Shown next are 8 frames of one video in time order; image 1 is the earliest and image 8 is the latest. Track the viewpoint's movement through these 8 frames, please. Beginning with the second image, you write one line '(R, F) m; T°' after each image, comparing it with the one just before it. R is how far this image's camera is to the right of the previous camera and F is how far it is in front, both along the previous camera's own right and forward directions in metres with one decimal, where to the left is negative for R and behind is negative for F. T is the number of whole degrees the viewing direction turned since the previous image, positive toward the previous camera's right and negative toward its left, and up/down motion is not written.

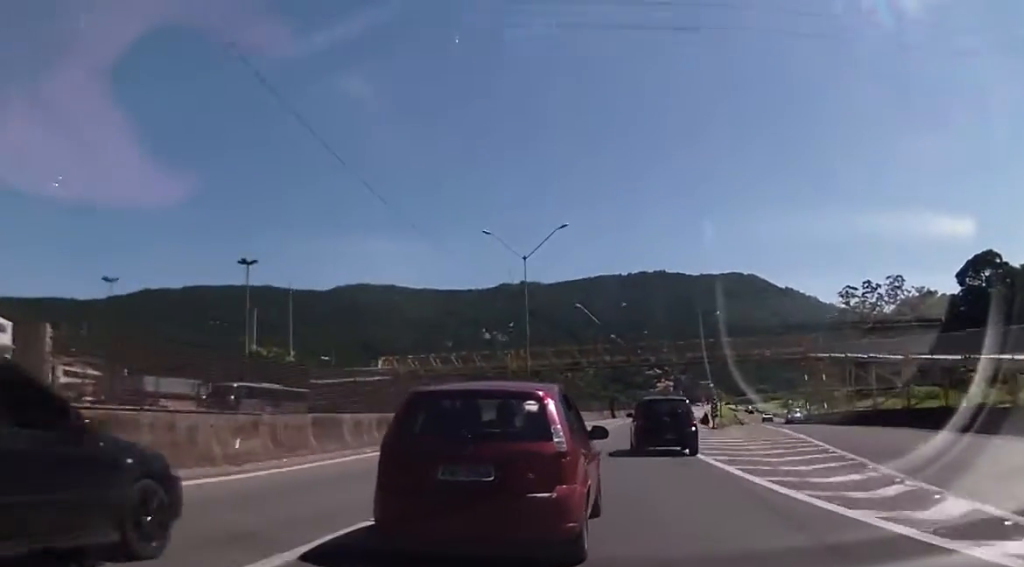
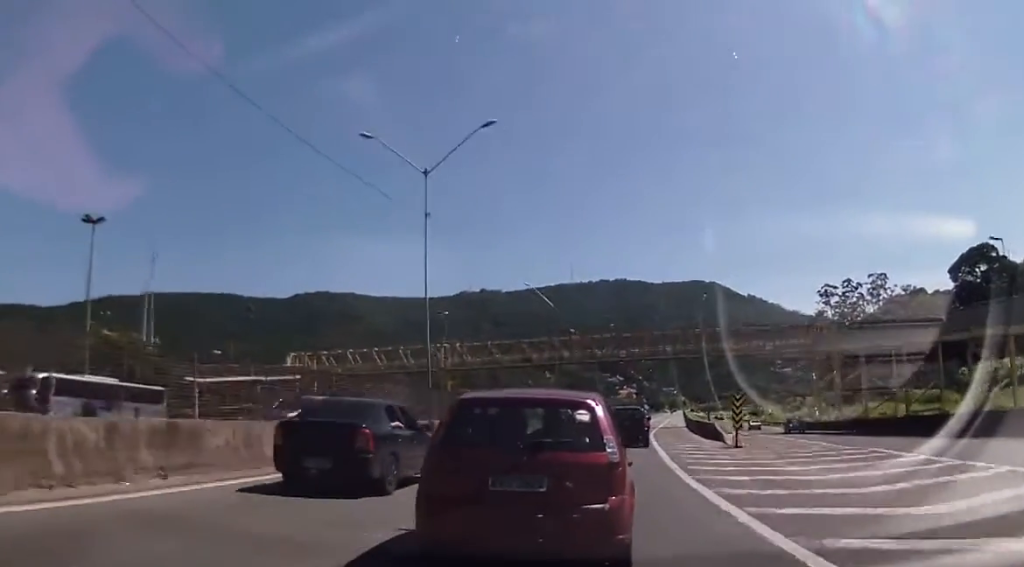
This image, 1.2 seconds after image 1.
(+0.6, +20.2) m; +5°
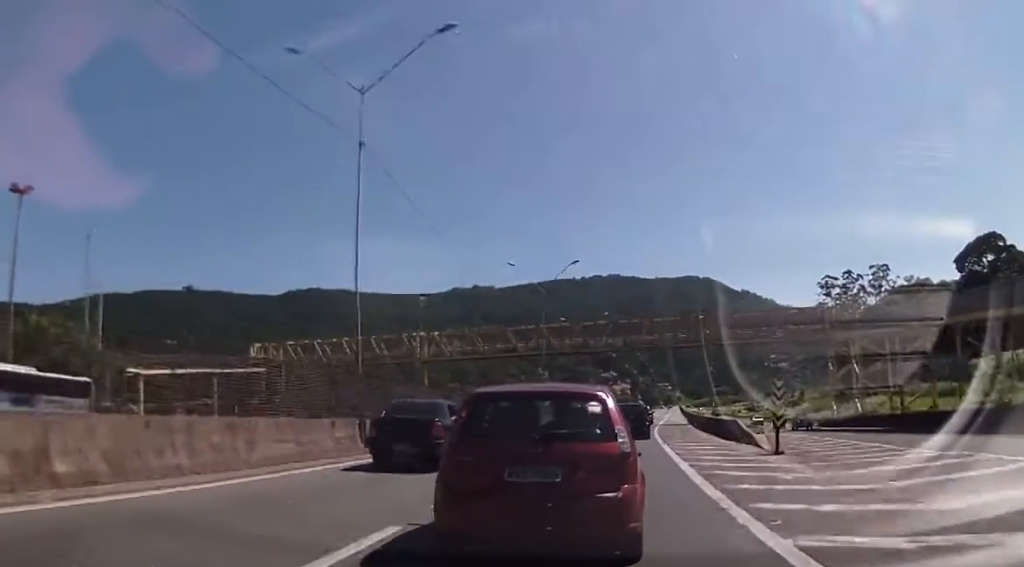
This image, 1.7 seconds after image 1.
(+0.3, +8.0) m; +1°
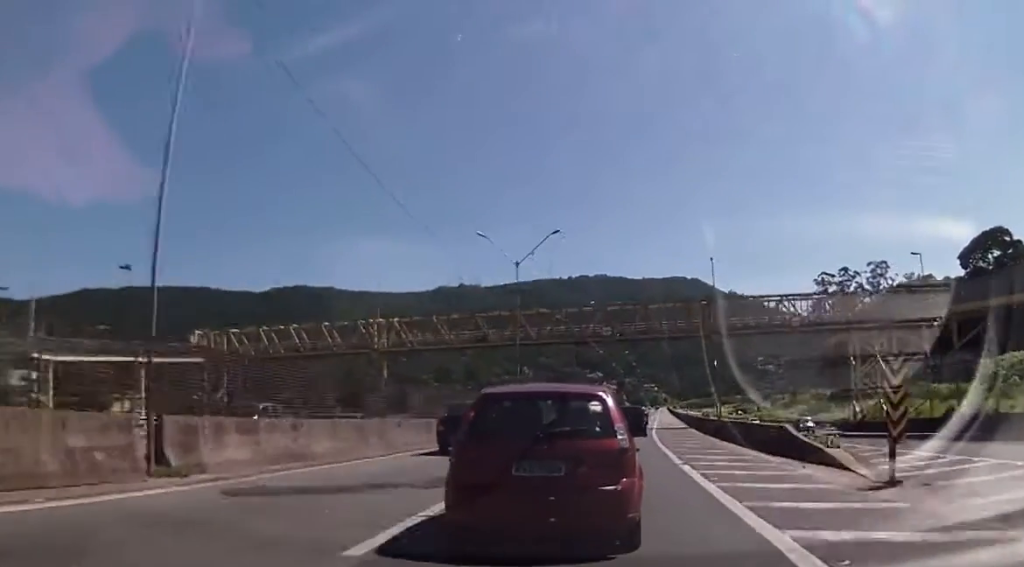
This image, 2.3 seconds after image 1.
(+0.5, +10.1) m; +1°
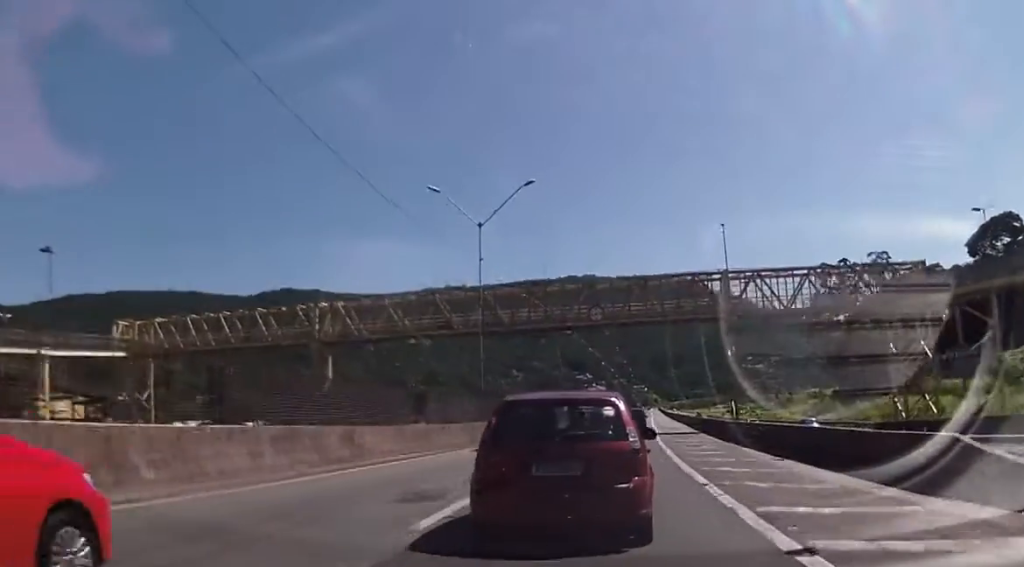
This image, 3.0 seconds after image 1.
(-0.3, +11.0) m; 0°
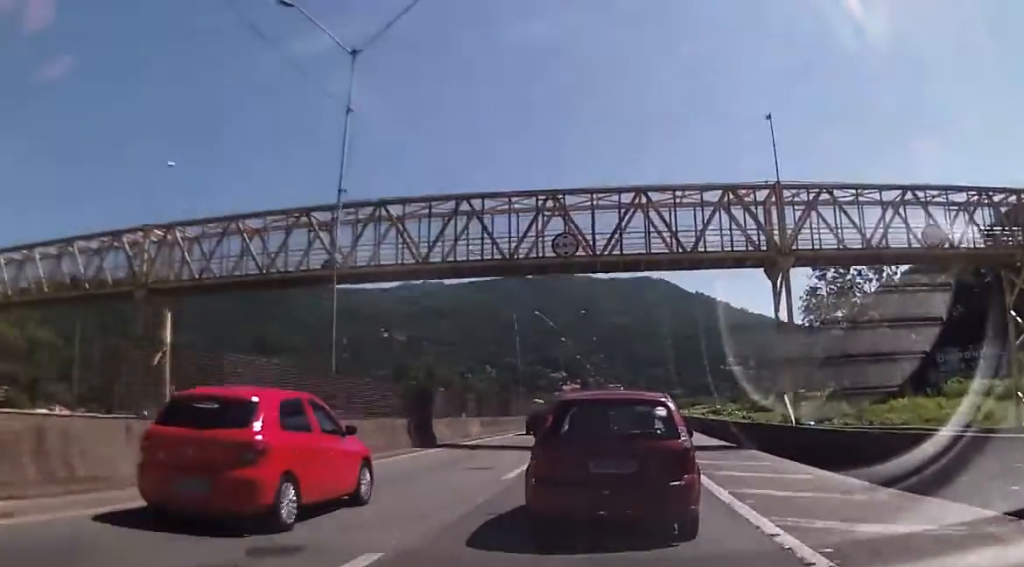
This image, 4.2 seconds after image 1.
(+0.3, +18.5) m; +1°
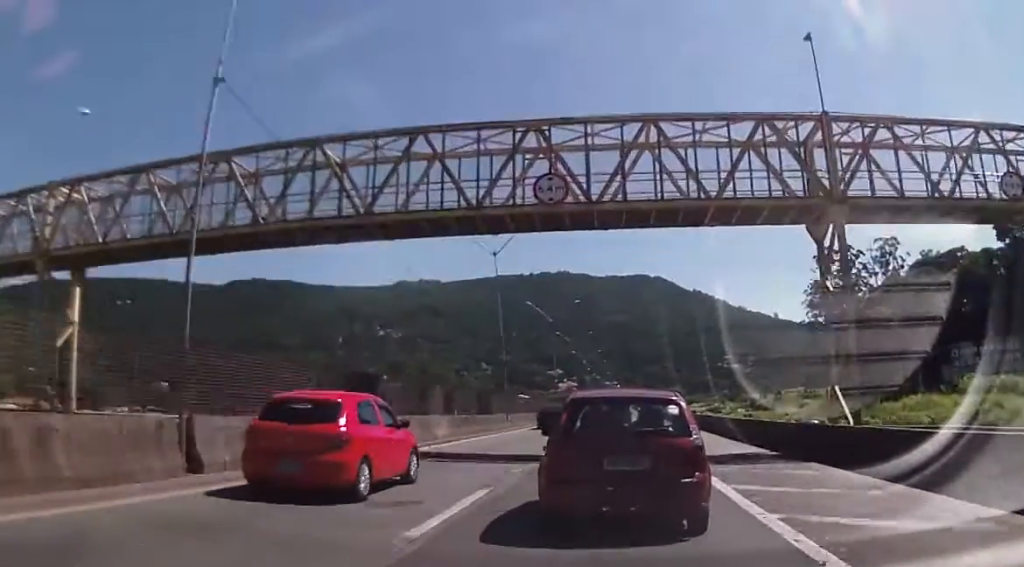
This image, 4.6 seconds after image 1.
(0.0, +7.0) m; 0°
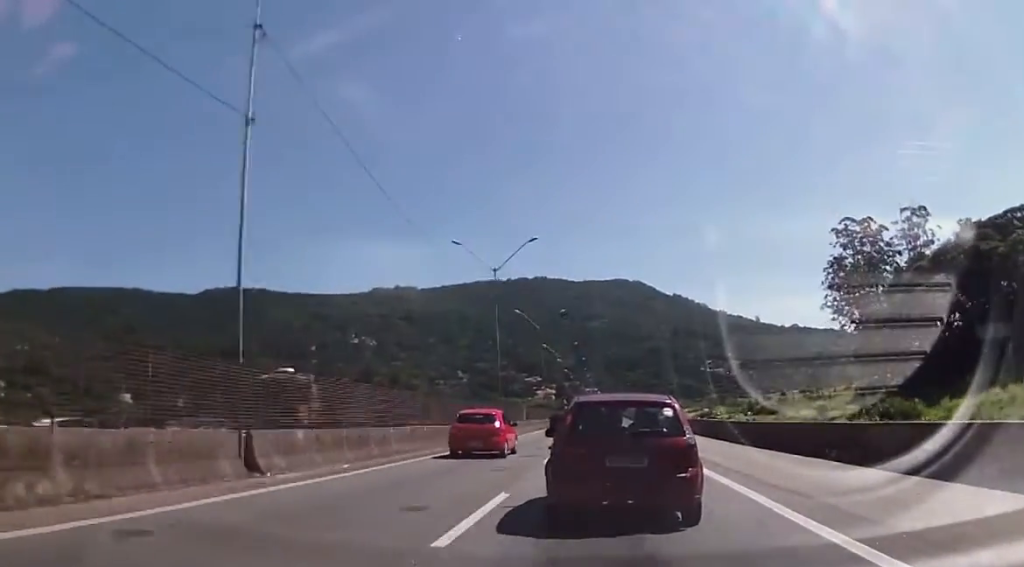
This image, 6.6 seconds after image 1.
(+0.1, +32.3) m; +1°
